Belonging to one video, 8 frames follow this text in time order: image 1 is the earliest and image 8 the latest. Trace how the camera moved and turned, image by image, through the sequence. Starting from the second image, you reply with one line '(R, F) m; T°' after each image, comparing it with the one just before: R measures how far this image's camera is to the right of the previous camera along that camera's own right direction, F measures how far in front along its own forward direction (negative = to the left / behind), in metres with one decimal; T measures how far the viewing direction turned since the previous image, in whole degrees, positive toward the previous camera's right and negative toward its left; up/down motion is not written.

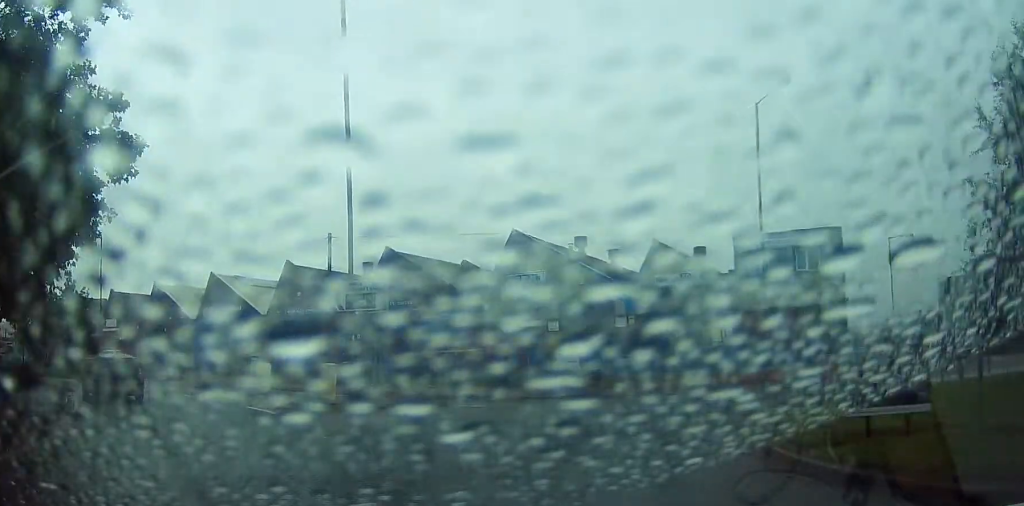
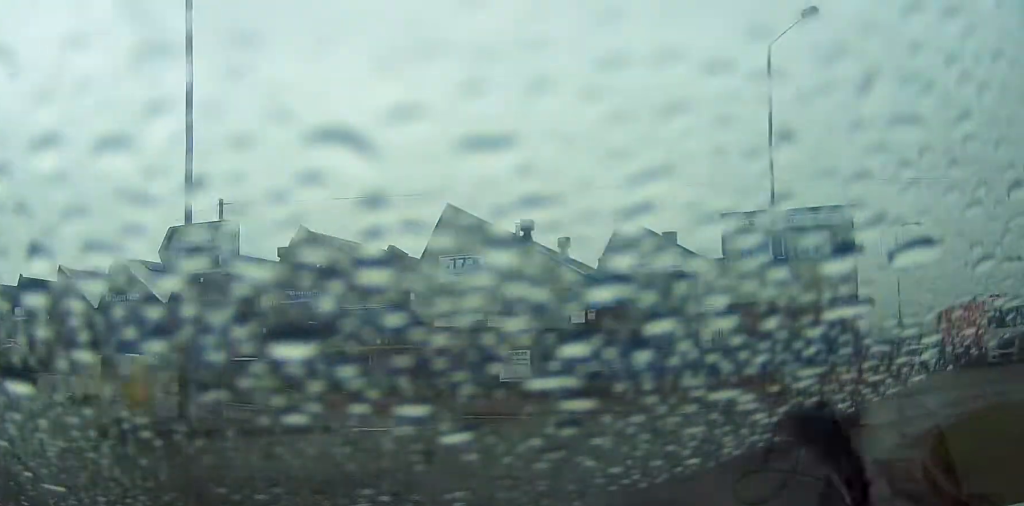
(+0.4, +7.2) m; +16°
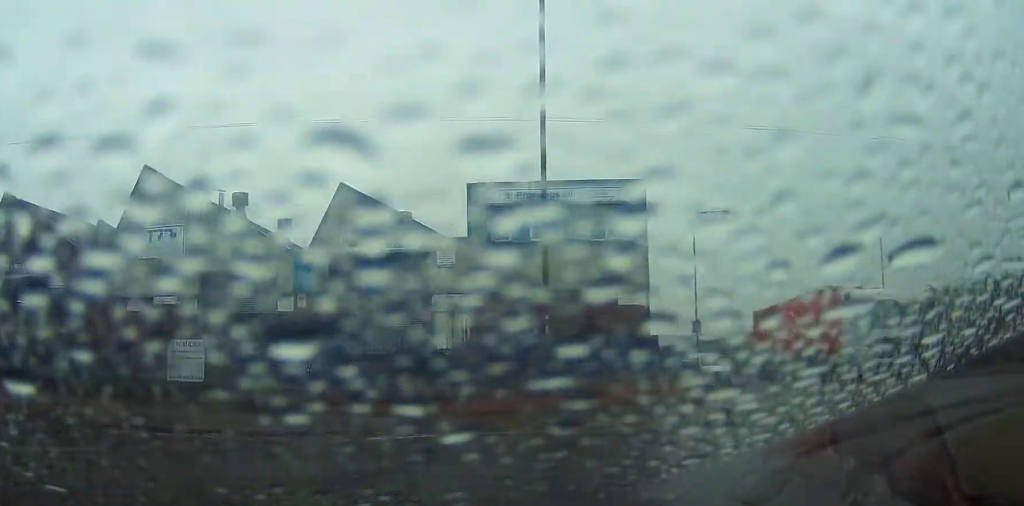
(+1.5, +5.3) m; +29°
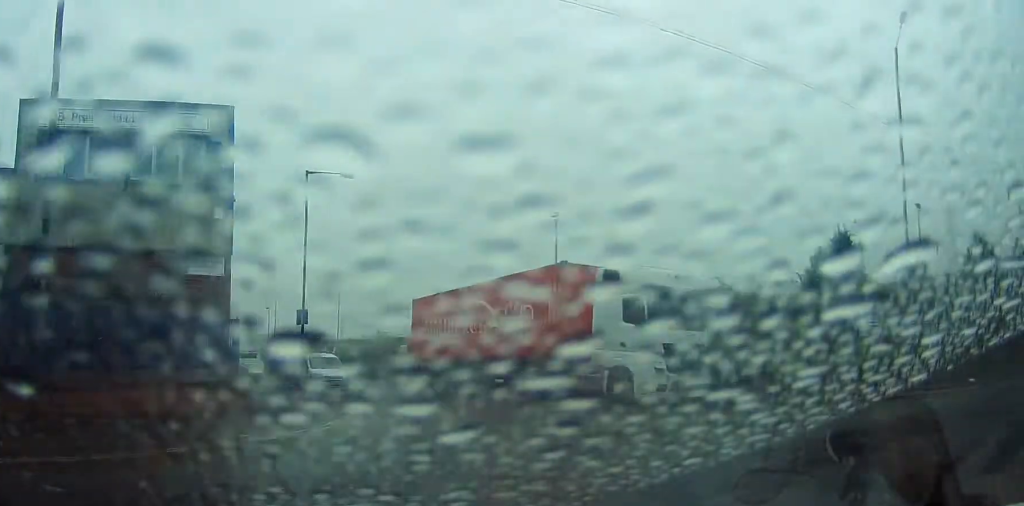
(+1.4, +6.9) m; +25°
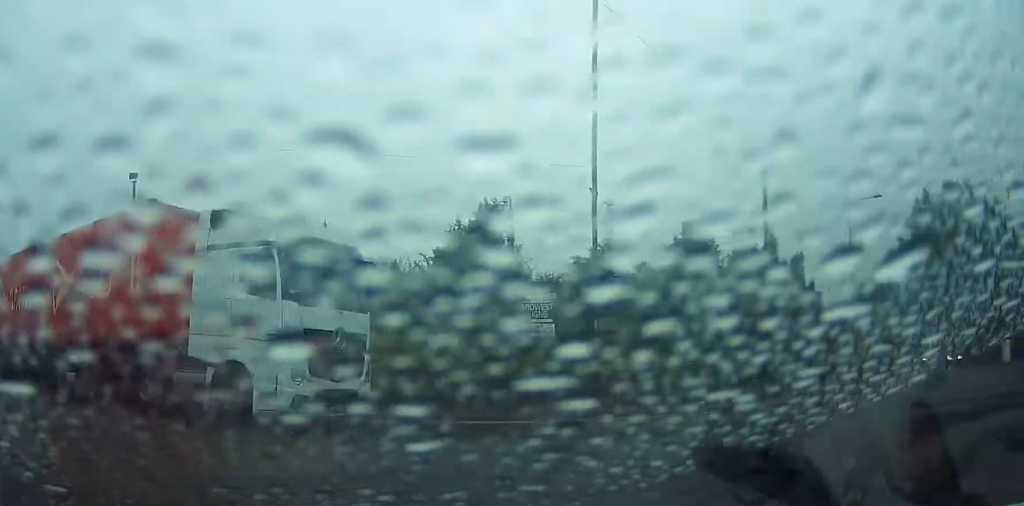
(+1.6, +5.9) m; +32°
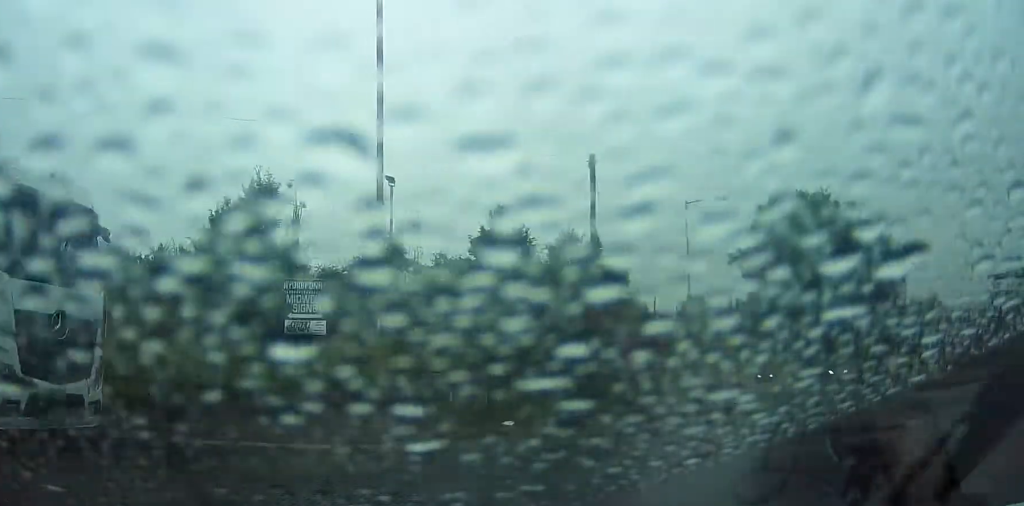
(+0.6, +3.6) m; +12°
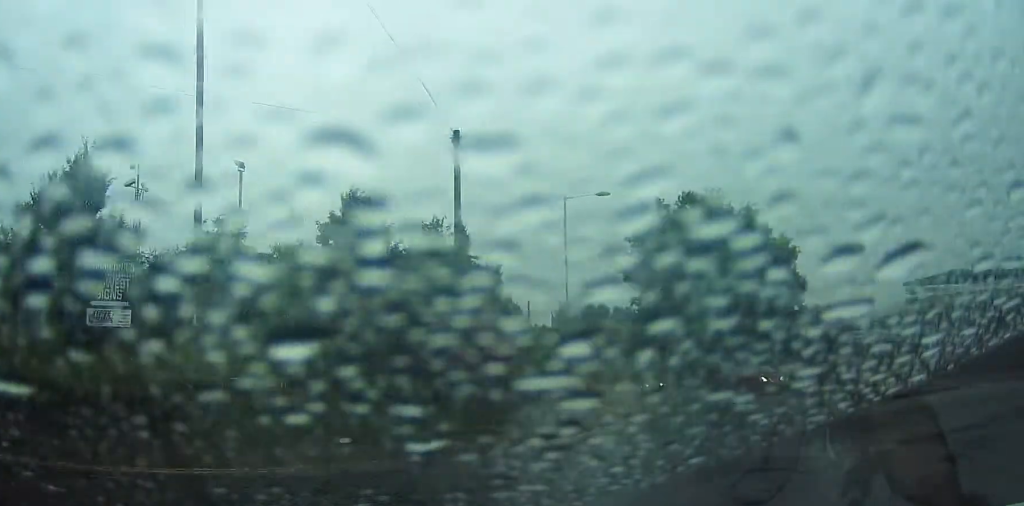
(+0.2, +2.9) m; +6°
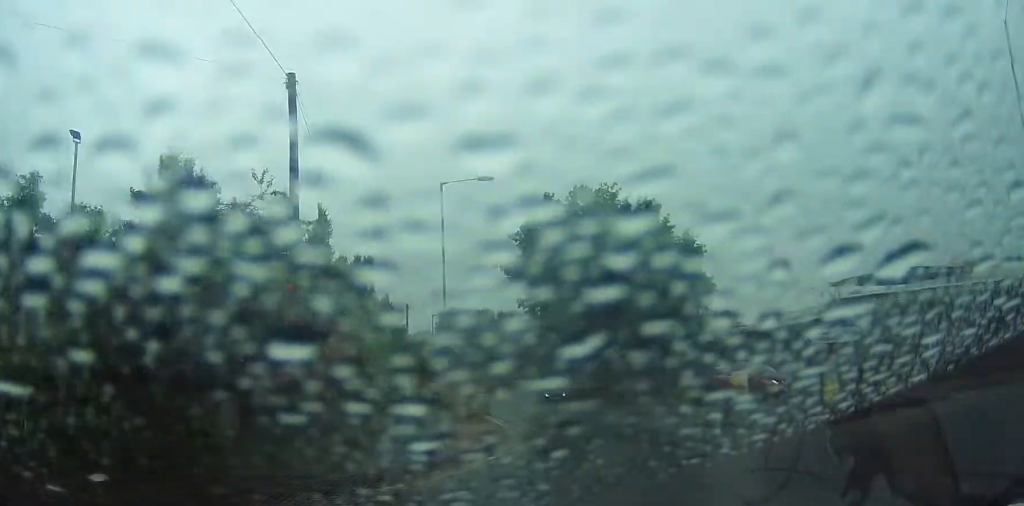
(+0.4, +4.4) m; +4°
